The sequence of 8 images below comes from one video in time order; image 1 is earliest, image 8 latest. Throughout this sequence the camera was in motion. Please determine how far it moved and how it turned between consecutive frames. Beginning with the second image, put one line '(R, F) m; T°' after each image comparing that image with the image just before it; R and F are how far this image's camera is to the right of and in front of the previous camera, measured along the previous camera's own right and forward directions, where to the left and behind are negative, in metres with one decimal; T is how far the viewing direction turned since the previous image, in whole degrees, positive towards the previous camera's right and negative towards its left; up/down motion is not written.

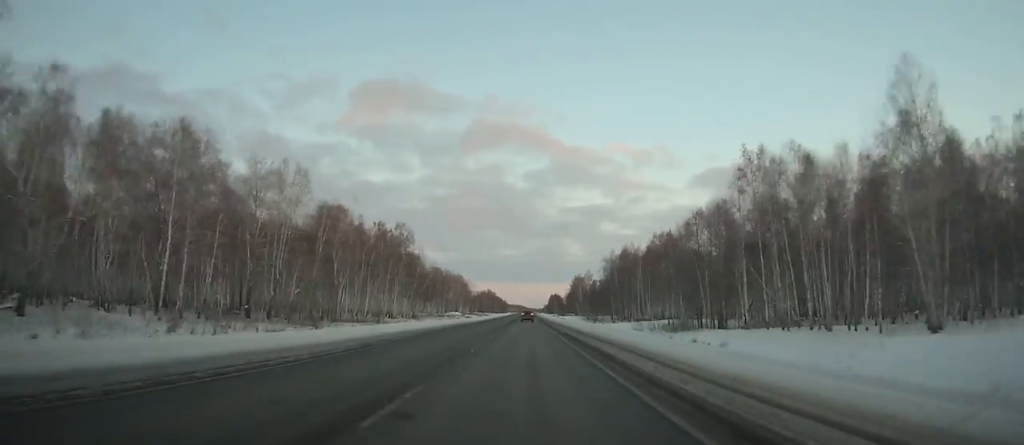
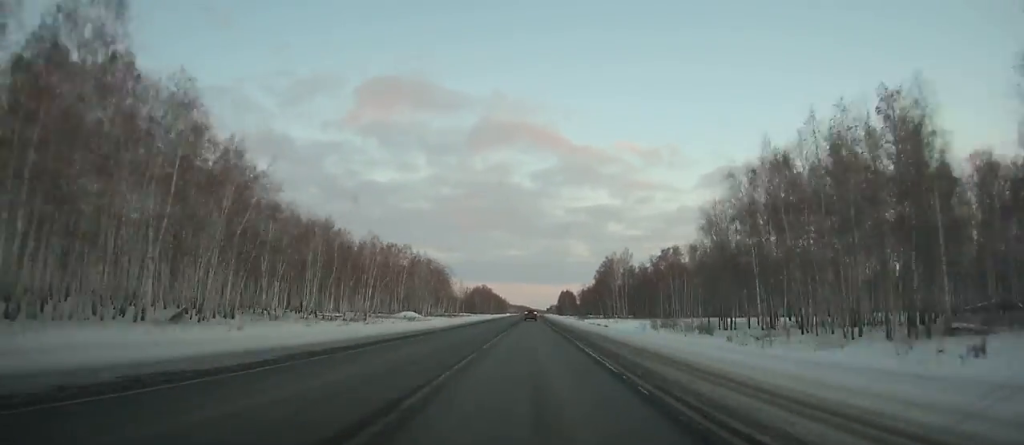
(+0.3, +102.4) m; 0°
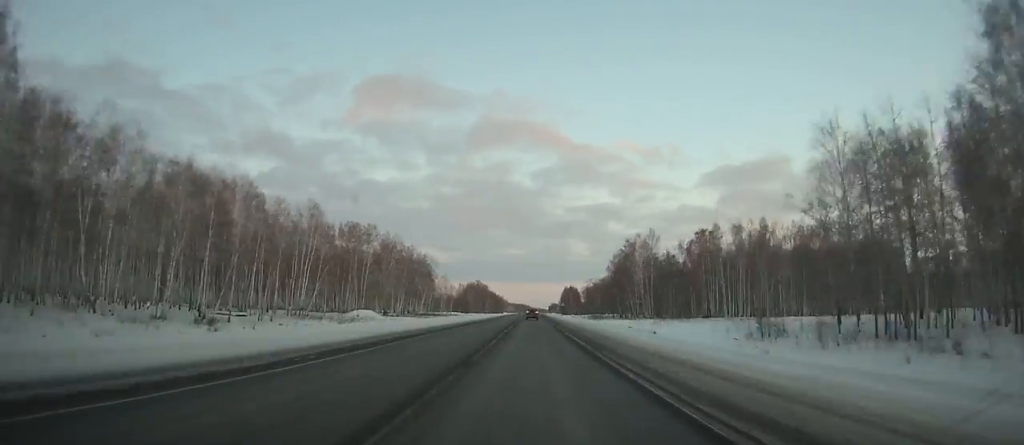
(0.0, +40.2) m; 0°
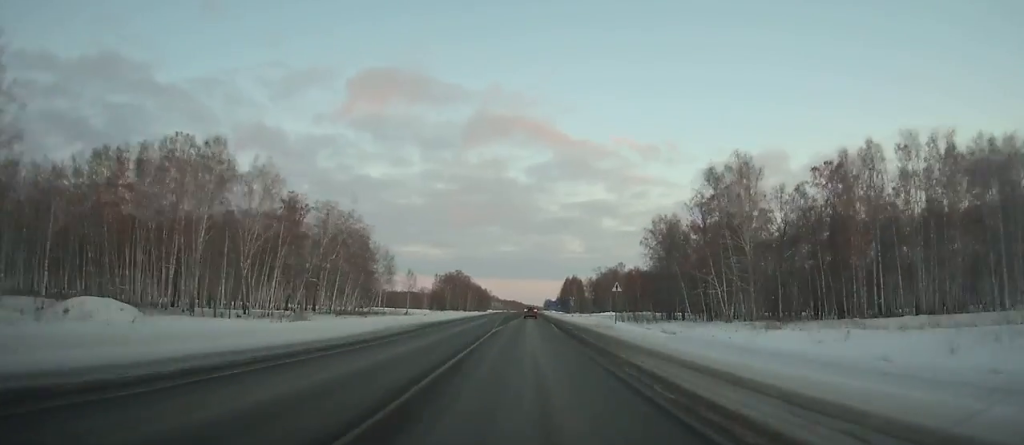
(+0.2, +70.5) m; 0°
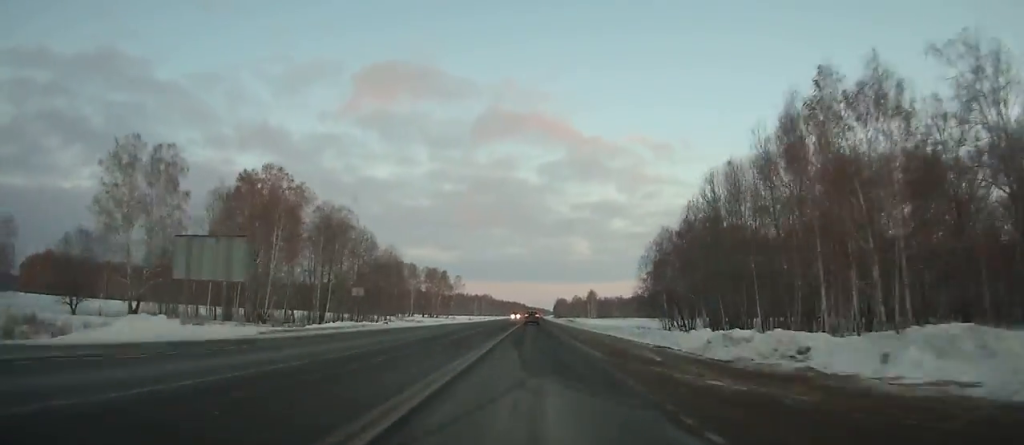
(-0.3, +233.7) m; 0°
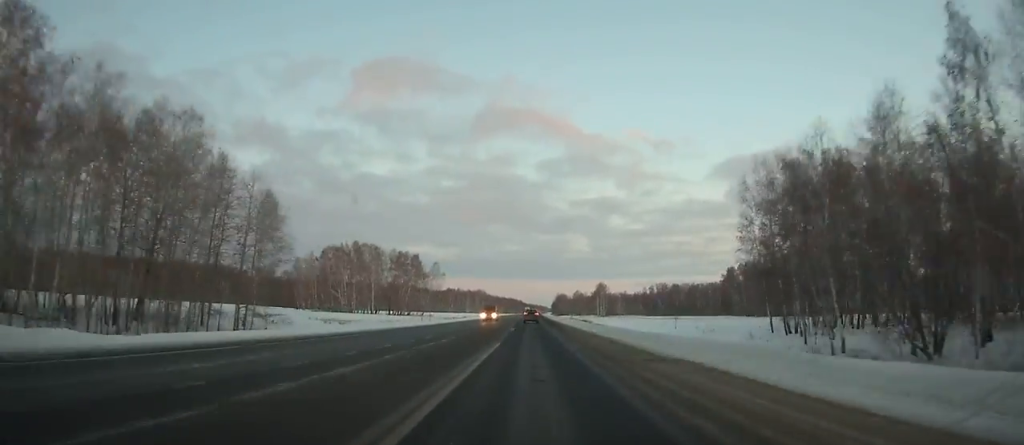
(-0.2, +50.4) m; 0°
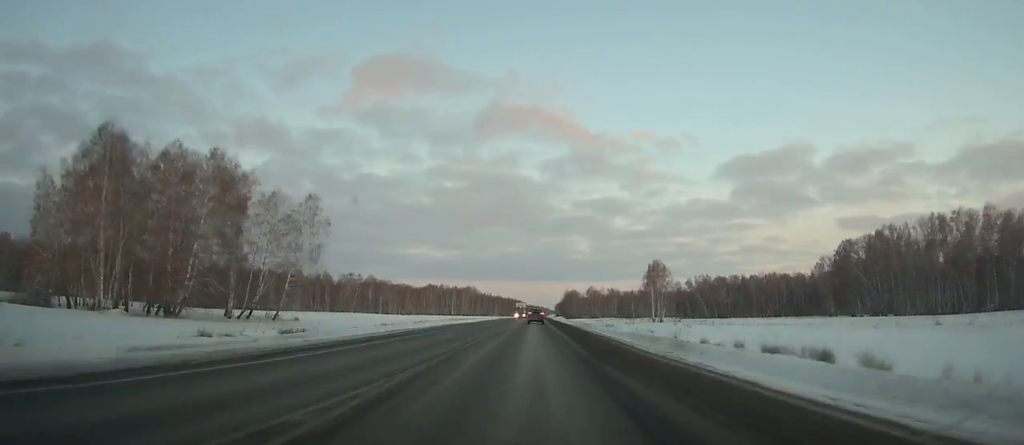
(+0.5, +109.7) m; 0°
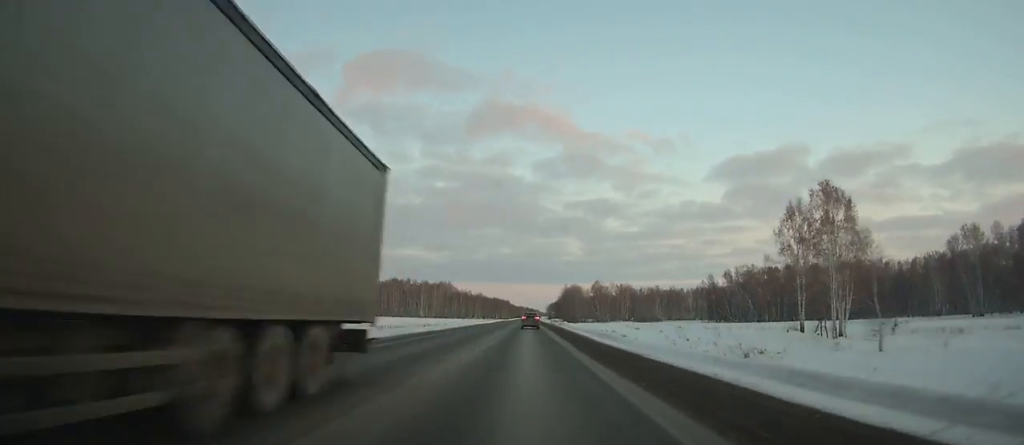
(+0.2, +89.1) m; 0°
